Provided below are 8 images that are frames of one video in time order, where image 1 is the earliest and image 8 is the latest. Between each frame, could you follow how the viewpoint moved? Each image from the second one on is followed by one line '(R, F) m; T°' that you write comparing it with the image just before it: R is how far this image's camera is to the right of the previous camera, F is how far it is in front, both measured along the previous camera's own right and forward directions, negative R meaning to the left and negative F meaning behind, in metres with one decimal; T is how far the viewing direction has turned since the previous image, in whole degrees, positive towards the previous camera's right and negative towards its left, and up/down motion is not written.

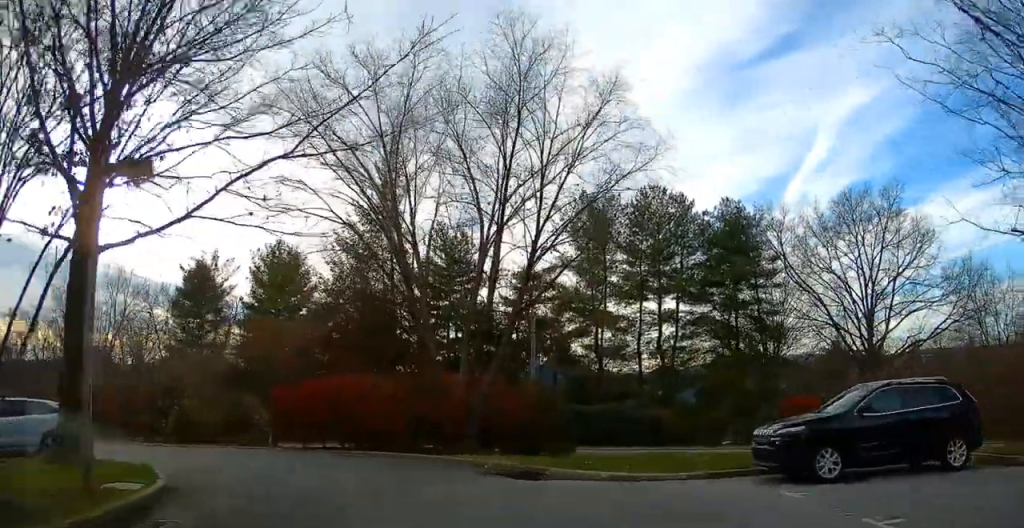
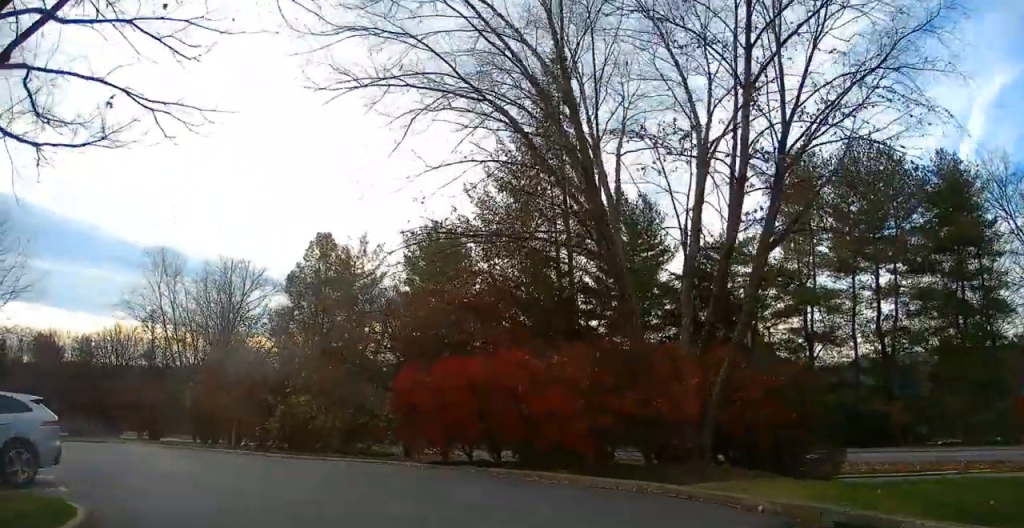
(+0.4, +7.0) m; -16°
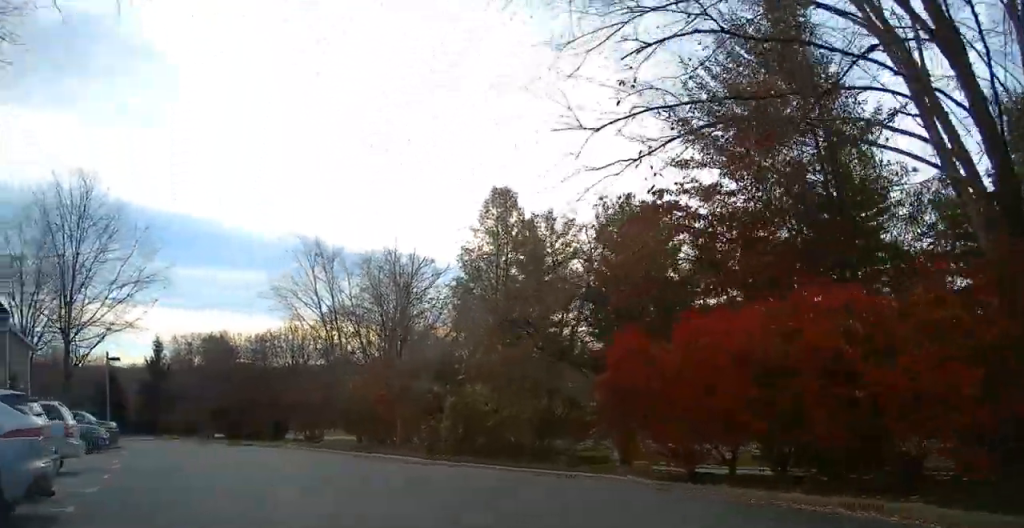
(-2.4, +5.3) m; -29°
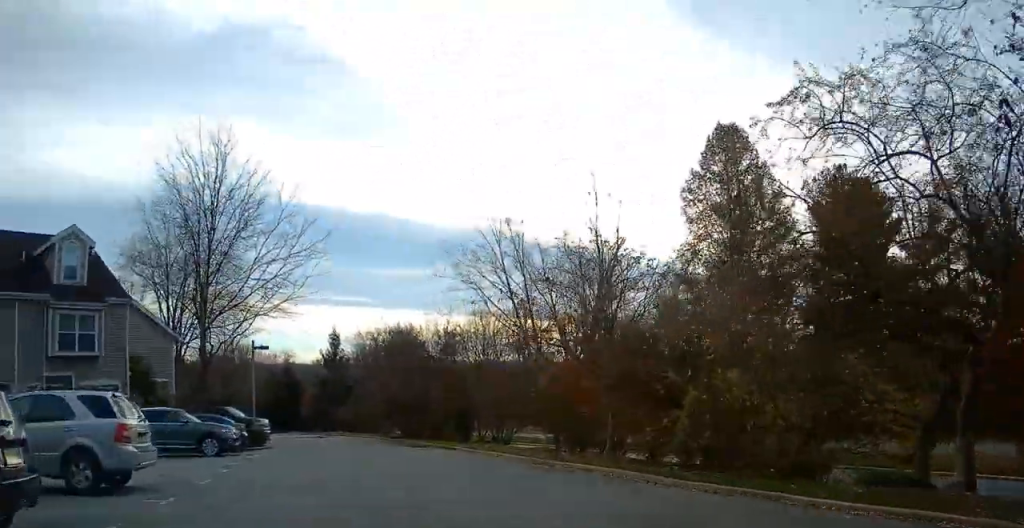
(-0.1, +6.2) m; 0°
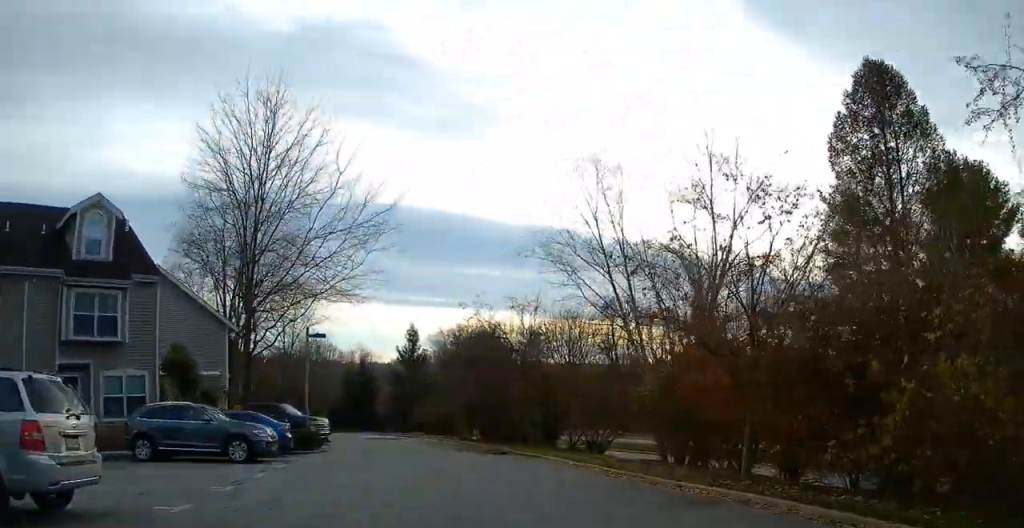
(0.0, +4.8) m; -7°
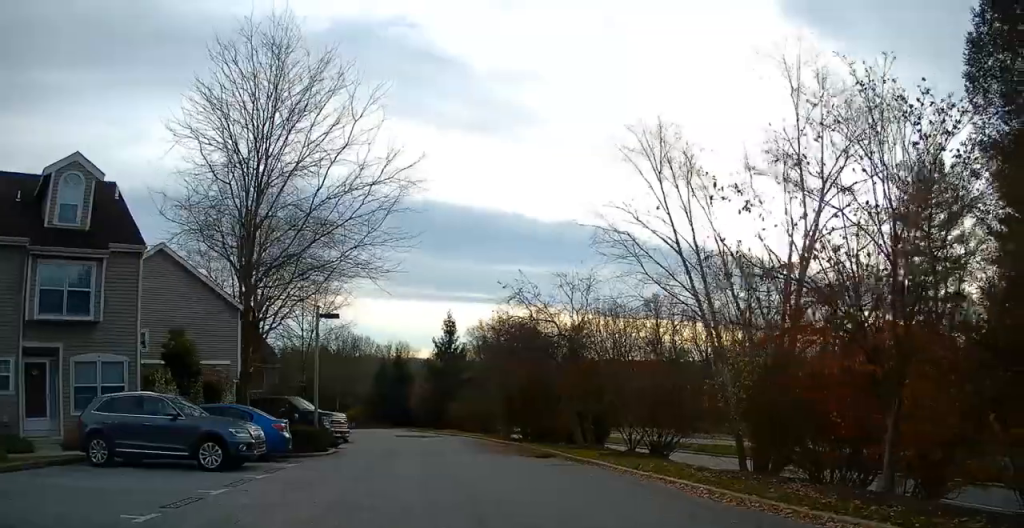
(-0.5, +4.4) m; -4°
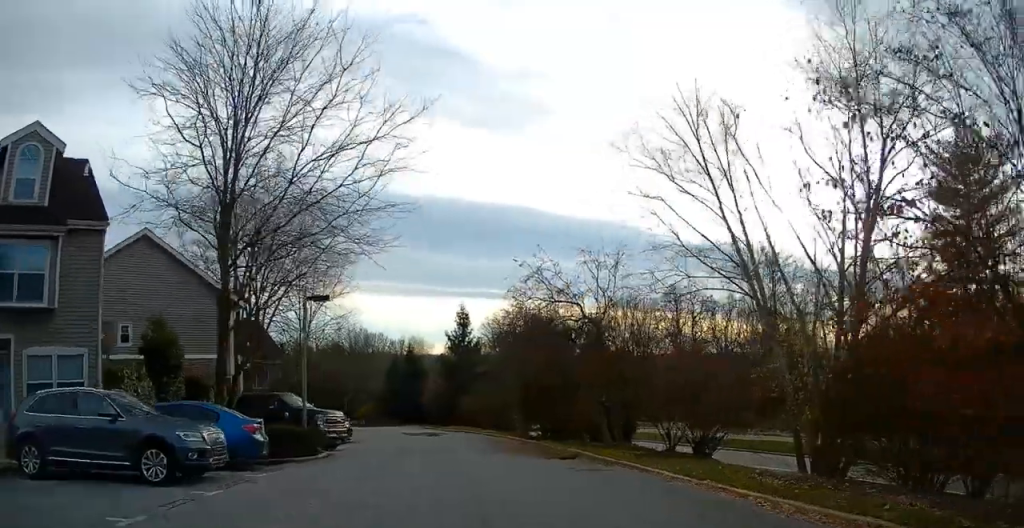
(-0.1, +3.2) m; -1°
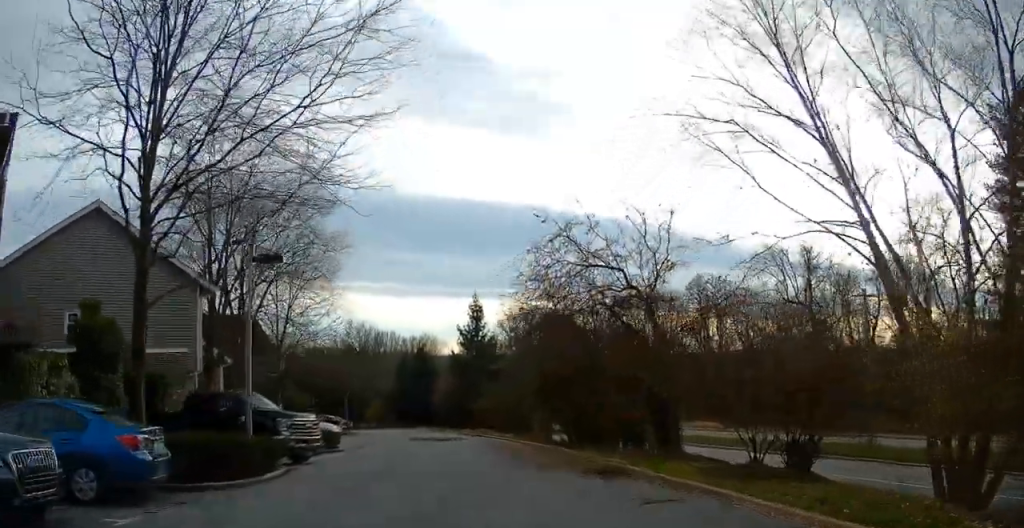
(+0.2, +5.5) m; 0°
